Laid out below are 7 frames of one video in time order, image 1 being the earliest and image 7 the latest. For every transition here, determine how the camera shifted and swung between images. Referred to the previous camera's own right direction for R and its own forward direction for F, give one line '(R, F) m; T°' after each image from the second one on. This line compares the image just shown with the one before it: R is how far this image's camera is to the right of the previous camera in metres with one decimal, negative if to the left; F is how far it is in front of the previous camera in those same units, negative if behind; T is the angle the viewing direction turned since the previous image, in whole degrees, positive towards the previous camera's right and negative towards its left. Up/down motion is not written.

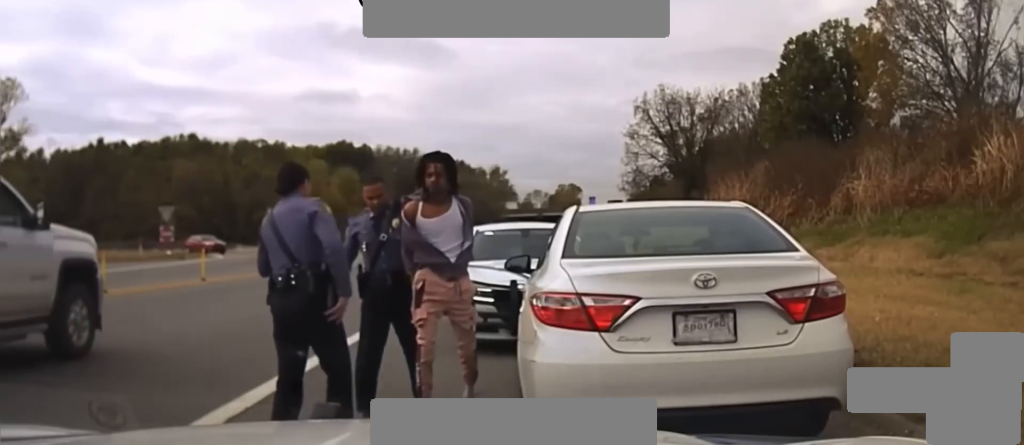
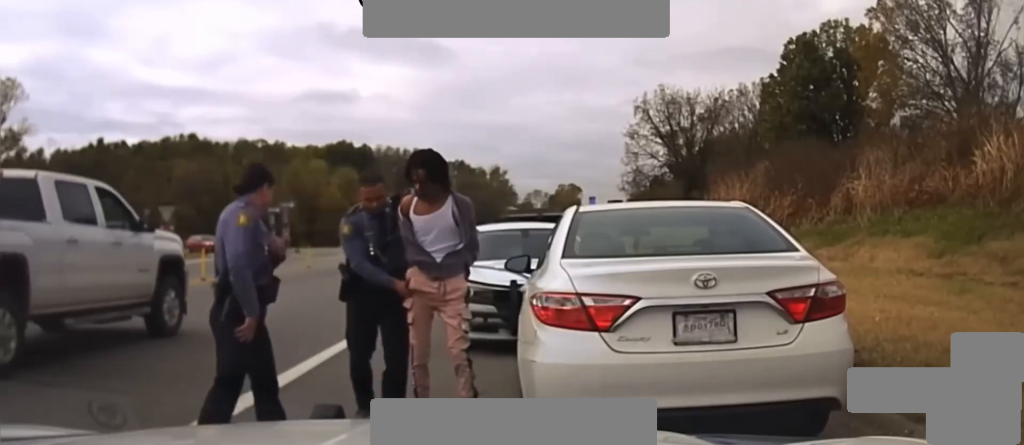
(0.0, 0.0) m; 0°
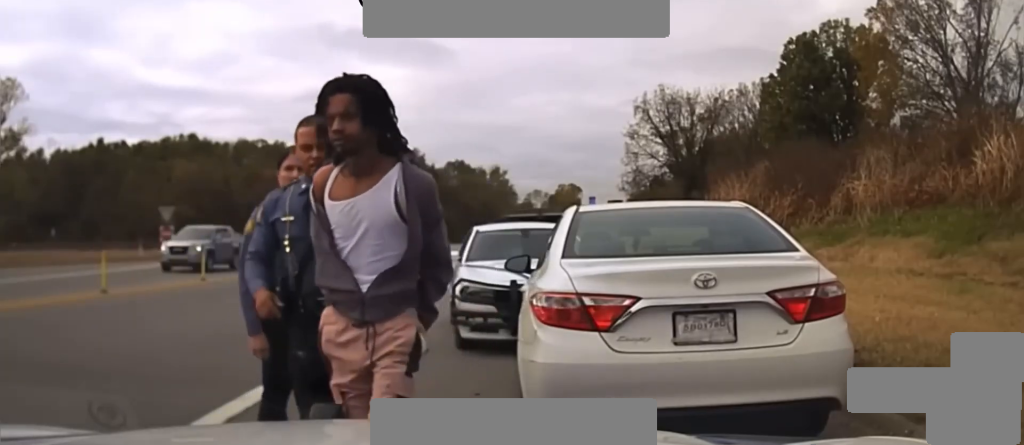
(0.0, 0.0) m; 0°
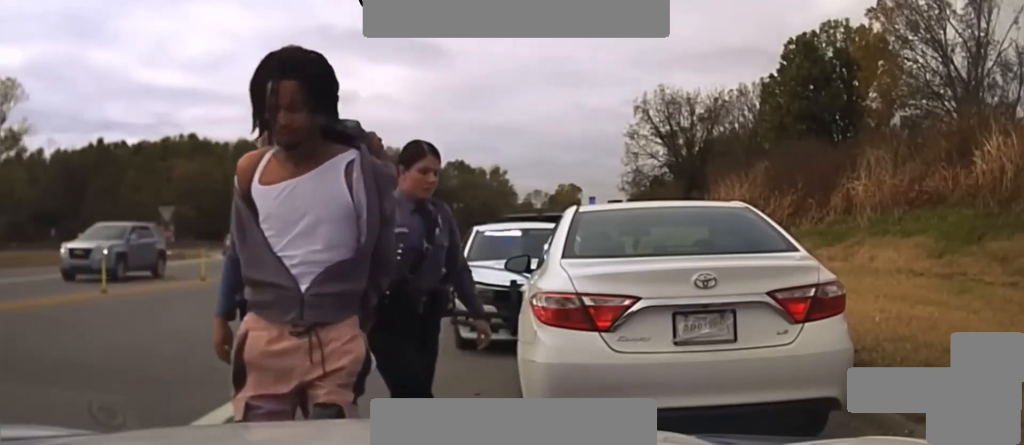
(0.0, 0.0) m; 0°
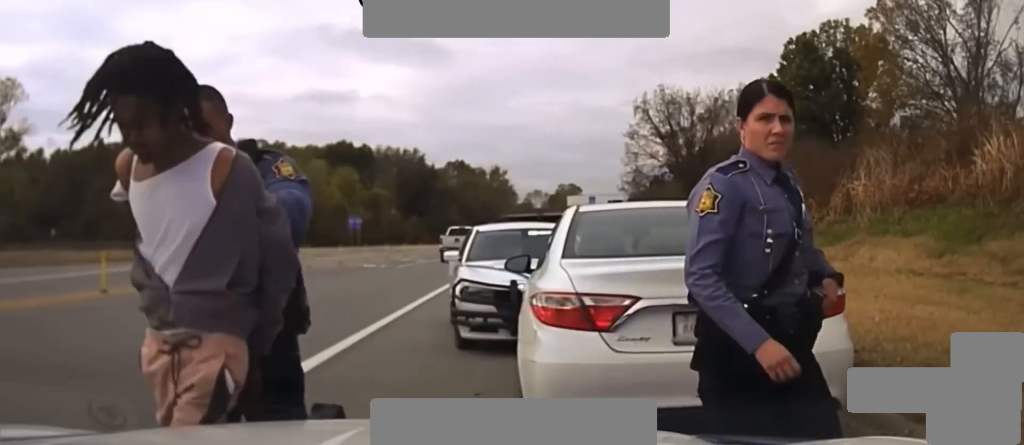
(0.0, 0.0) m; 0°
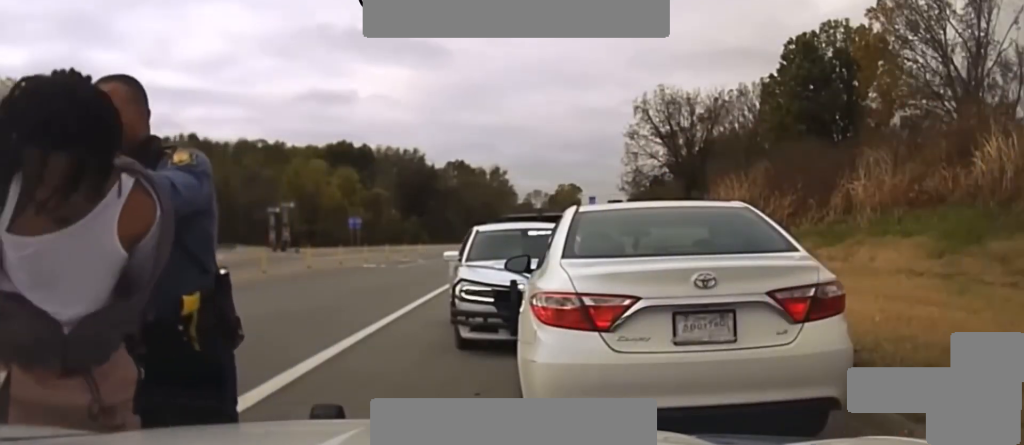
(0.0, 0.0) m; 0°
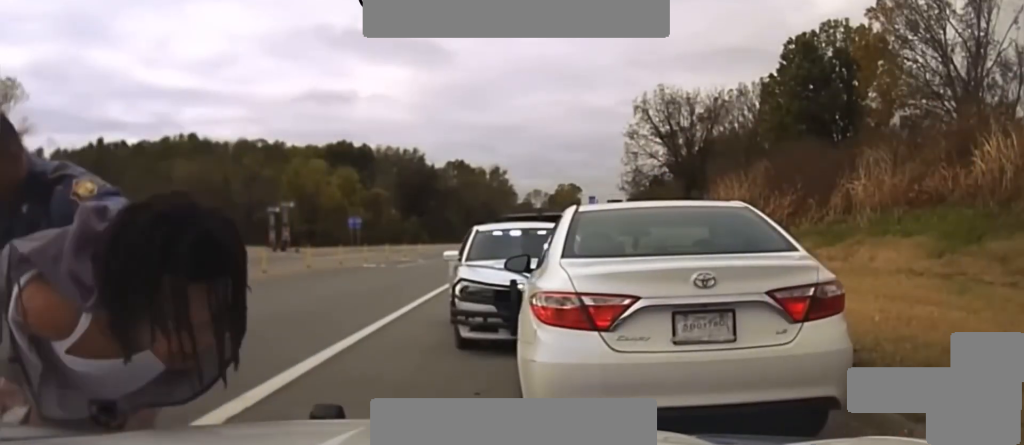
(0.0, 0.0) m; 0°
